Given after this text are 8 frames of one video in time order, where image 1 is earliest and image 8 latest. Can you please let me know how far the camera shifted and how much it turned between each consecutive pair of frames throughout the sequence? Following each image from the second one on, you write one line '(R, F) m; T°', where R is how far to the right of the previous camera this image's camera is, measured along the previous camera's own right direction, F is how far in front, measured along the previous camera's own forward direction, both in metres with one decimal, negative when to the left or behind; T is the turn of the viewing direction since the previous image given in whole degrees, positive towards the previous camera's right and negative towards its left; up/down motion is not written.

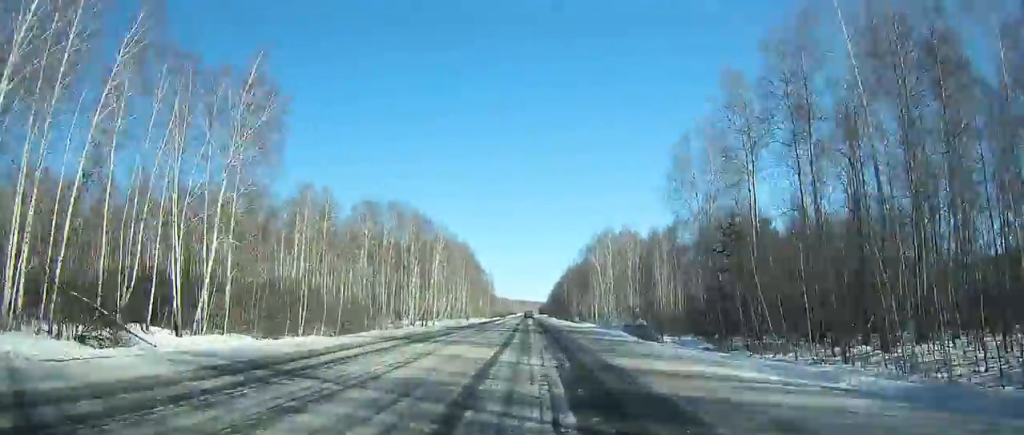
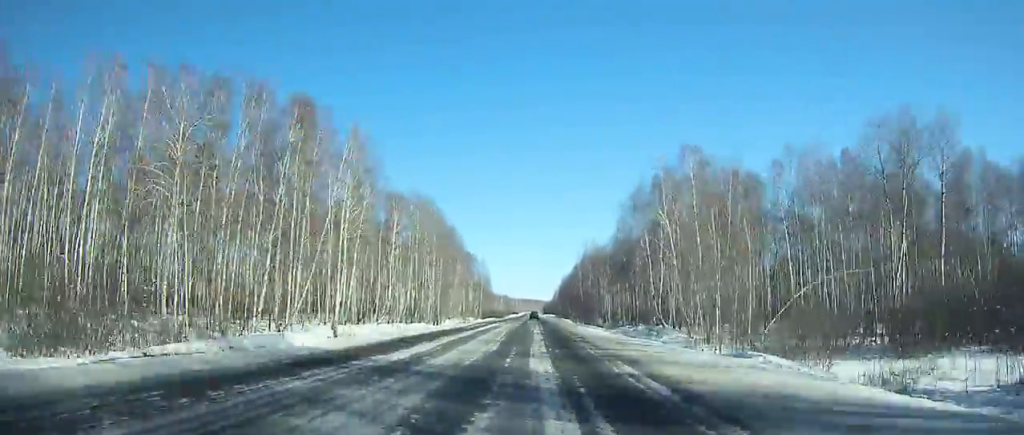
(-0.1, +51.3) m; 0°
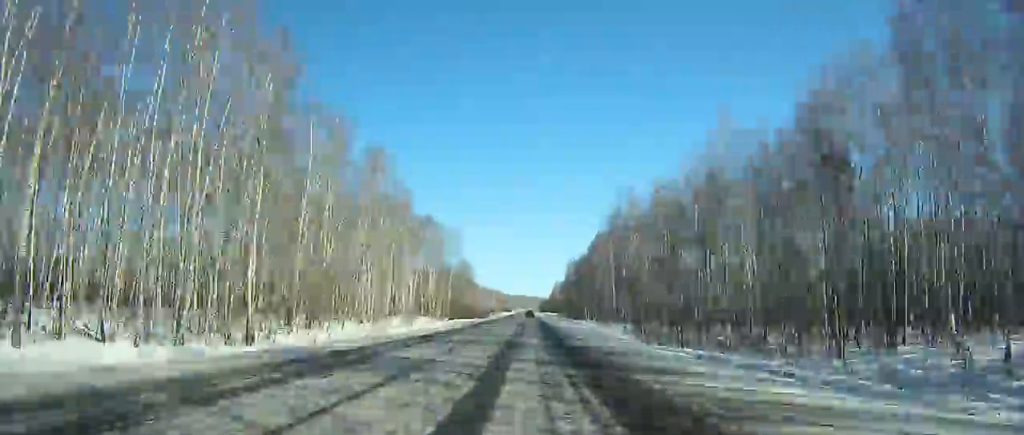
(0.0, +64.6) m; 0°
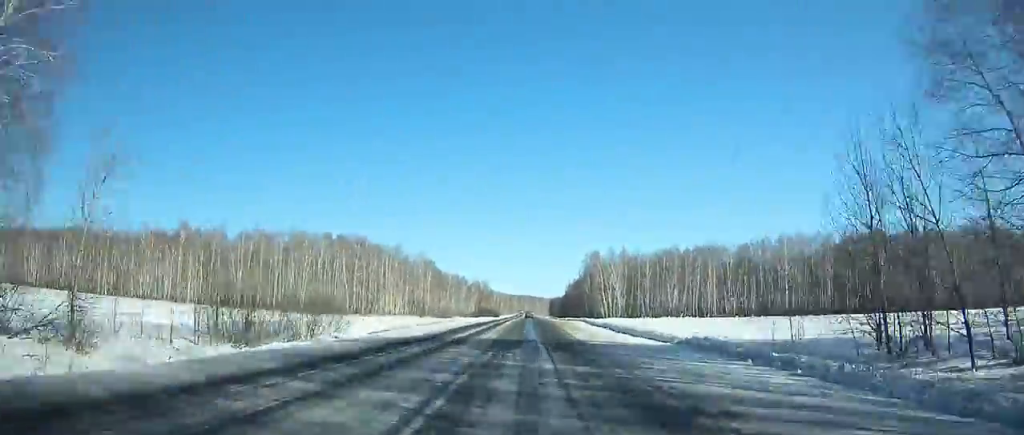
(-0.1, +189.8) m; 0°
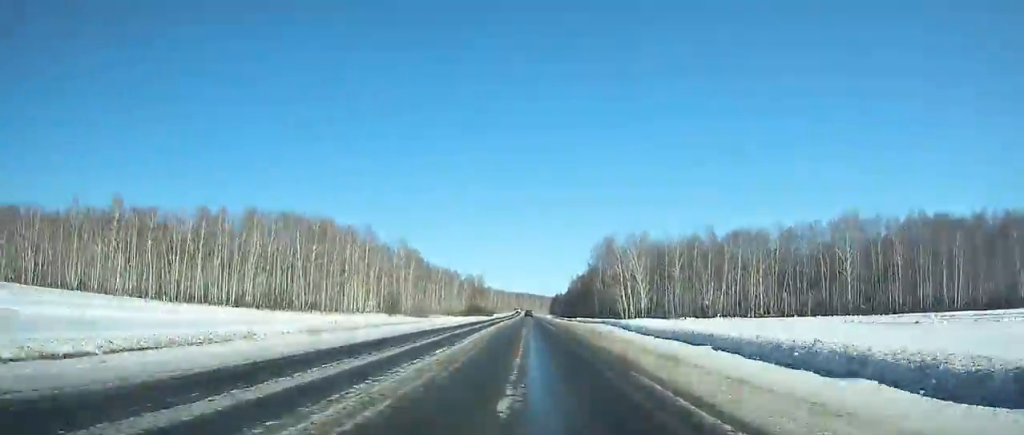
(0.0, +29.7) m; 0°
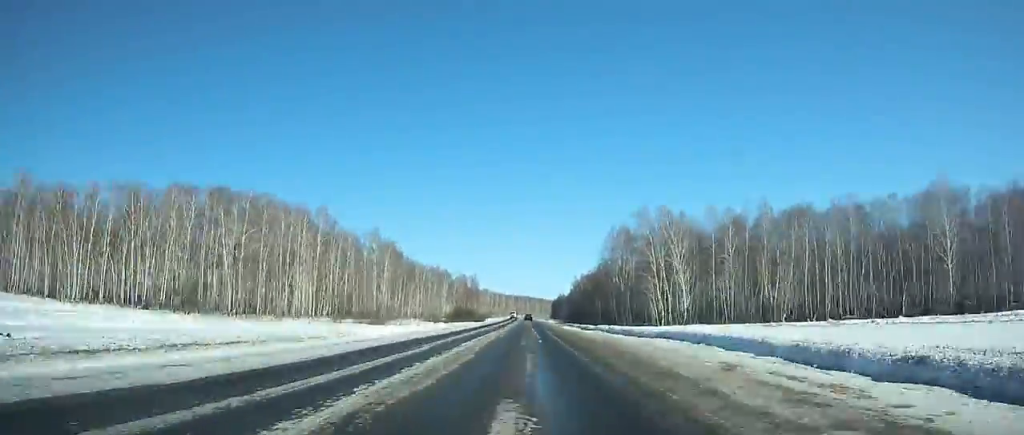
(0.0, +31.4) m; 0°
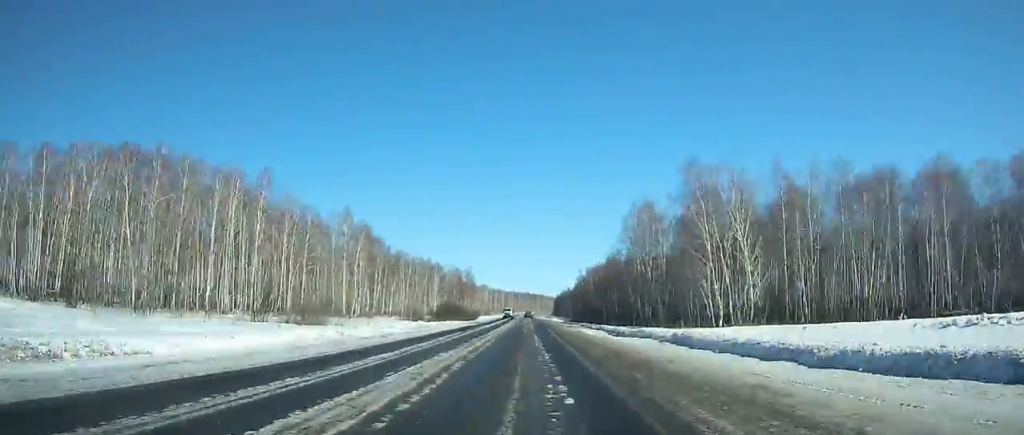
(0.0, +25.0) m; 0°
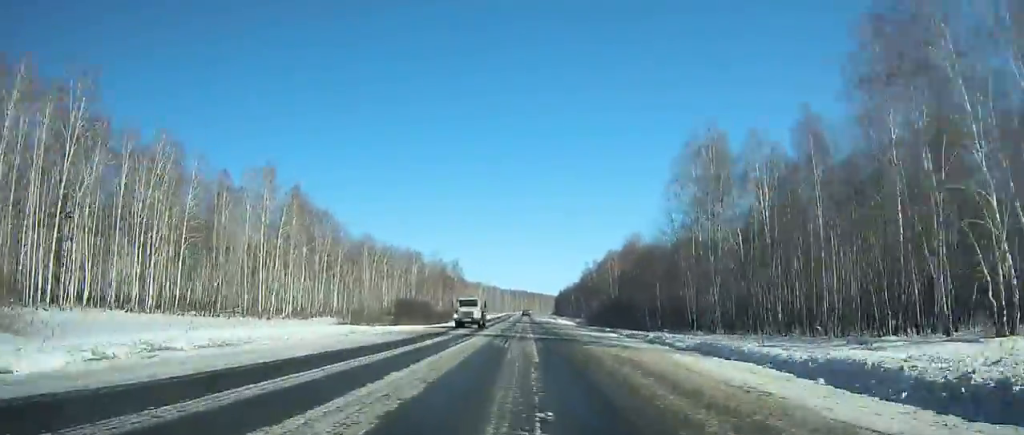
(0.0, +39.0) m; 0°
